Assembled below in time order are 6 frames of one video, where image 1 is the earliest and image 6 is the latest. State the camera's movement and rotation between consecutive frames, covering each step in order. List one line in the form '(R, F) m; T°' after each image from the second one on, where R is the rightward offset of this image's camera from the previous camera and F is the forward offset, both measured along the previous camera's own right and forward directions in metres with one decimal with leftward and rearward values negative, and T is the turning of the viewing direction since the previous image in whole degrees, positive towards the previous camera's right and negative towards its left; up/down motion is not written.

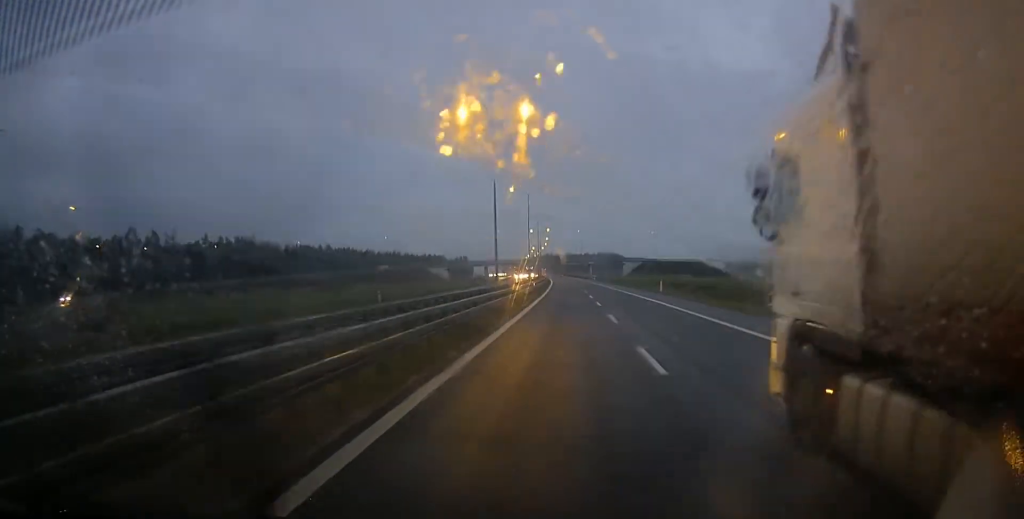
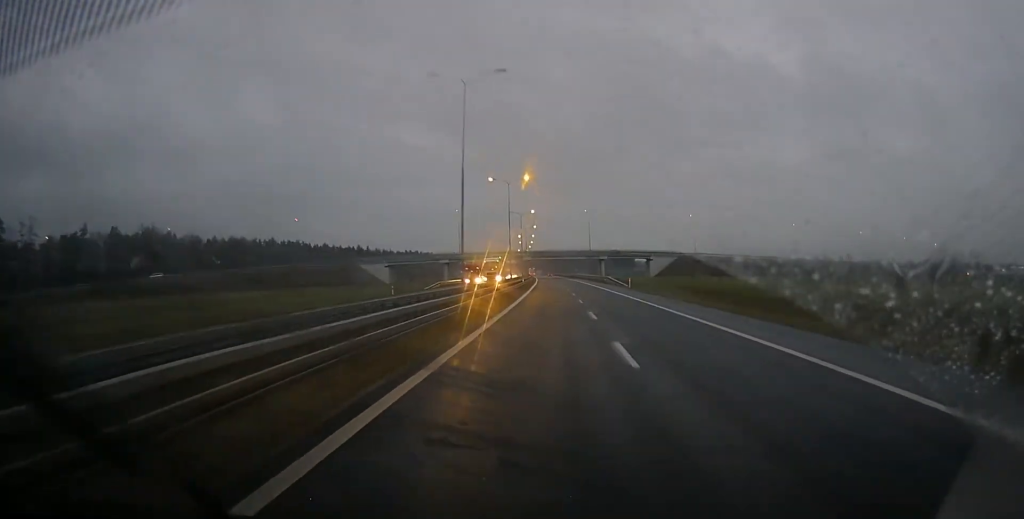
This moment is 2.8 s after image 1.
(-0.5, +88.0) m; 0°
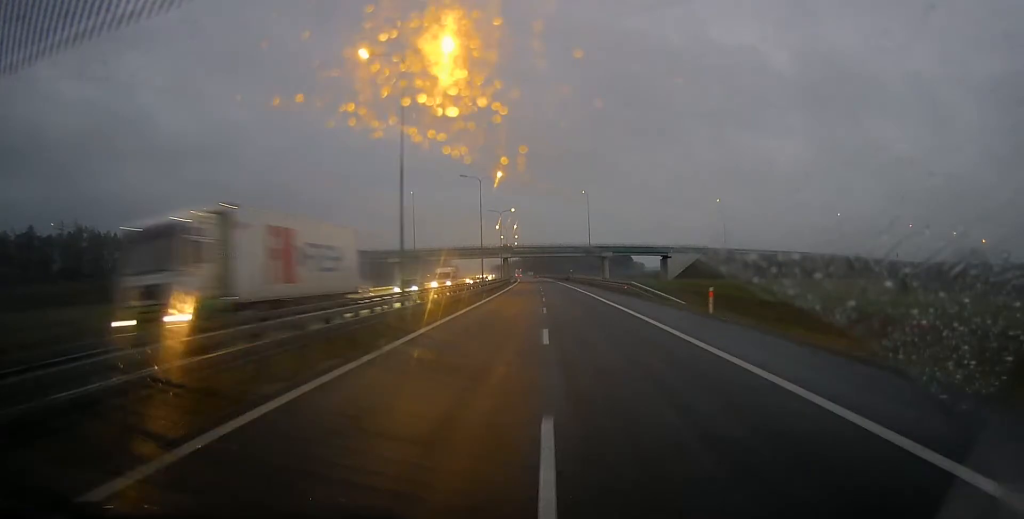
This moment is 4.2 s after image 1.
(+0.2, +44.0) m; 0°
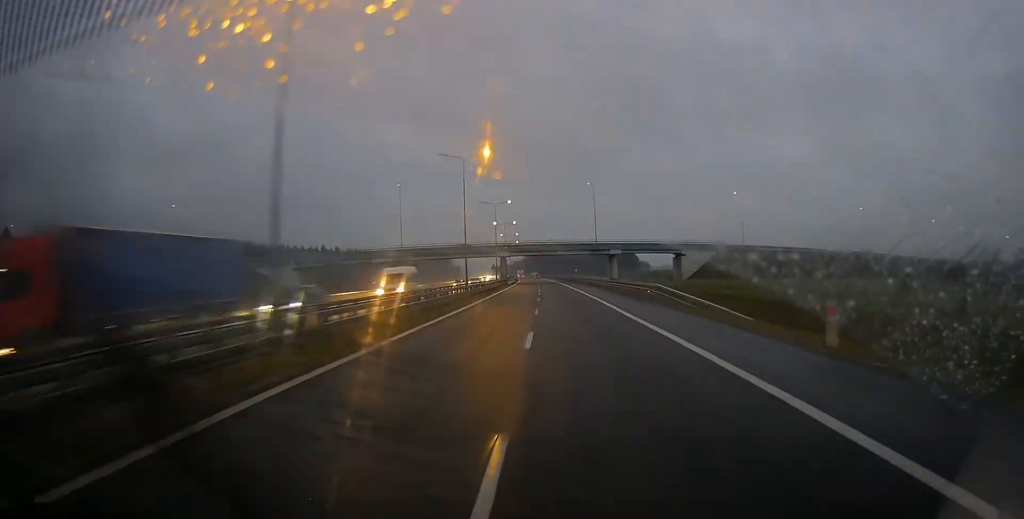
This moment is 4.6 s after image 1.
(0.0, +13.0) m; 0°
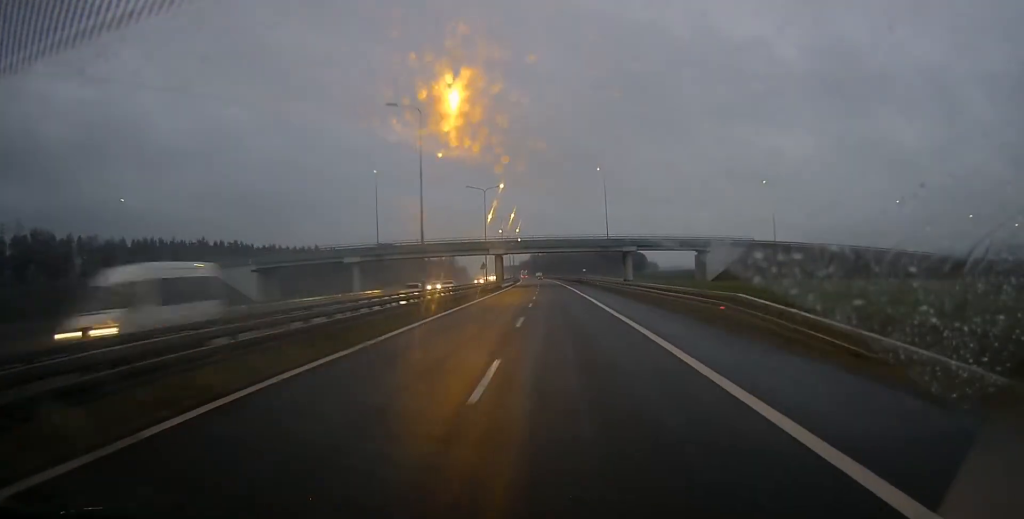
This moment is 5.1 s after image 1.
(+0.1, +18.5) m; 0°
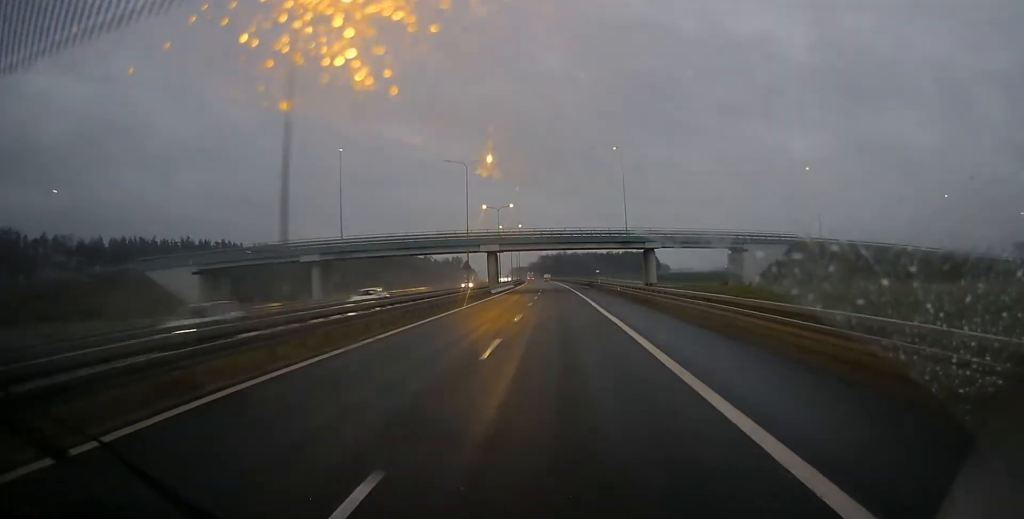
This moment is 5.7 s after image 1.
(-0.2, +19.7) m; -1°
